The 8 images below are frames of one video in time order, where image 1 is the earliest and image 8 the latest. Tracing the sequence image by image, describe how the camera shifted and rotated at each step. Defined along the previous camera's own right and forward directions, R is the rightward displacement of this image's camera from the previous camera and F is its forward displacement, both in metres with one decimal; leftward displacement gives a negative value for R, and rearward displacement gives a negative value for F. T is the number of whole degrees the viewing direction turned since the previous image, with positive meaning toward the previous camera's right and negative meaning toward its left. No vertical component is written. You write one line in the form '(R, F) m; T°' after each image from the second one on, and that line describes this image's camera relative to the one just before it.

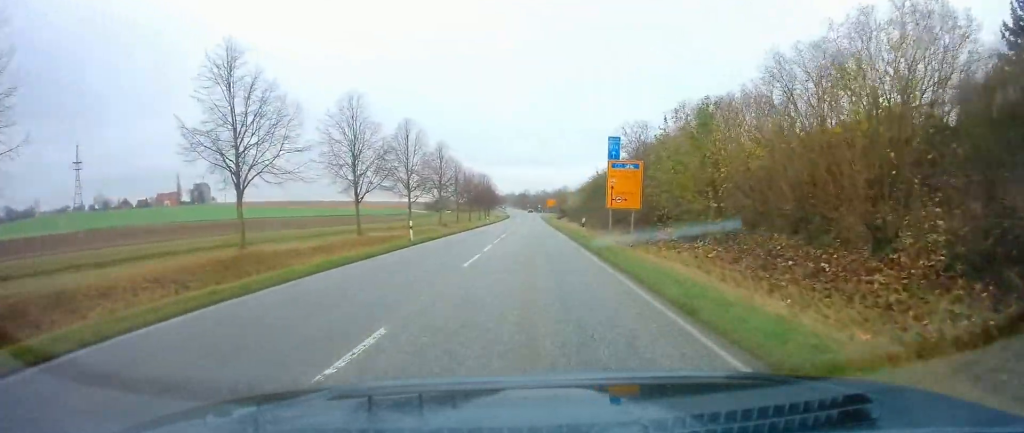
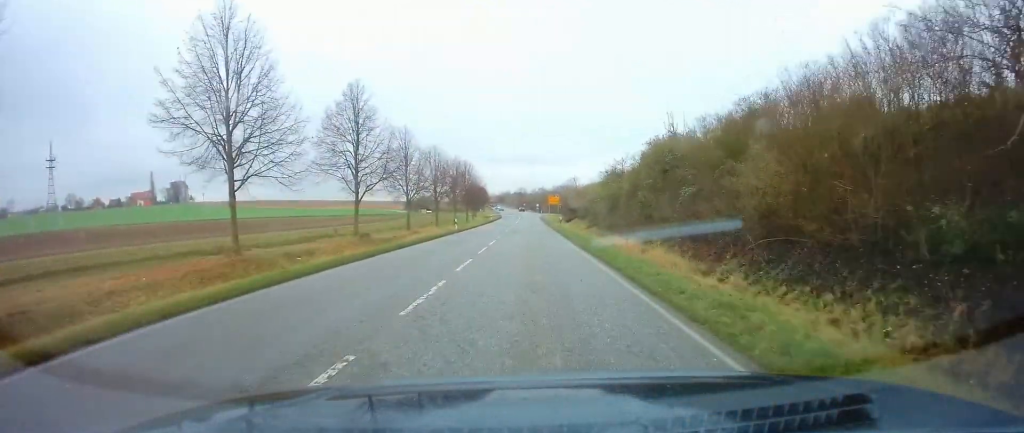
(0.0, +30.9) m; -1°
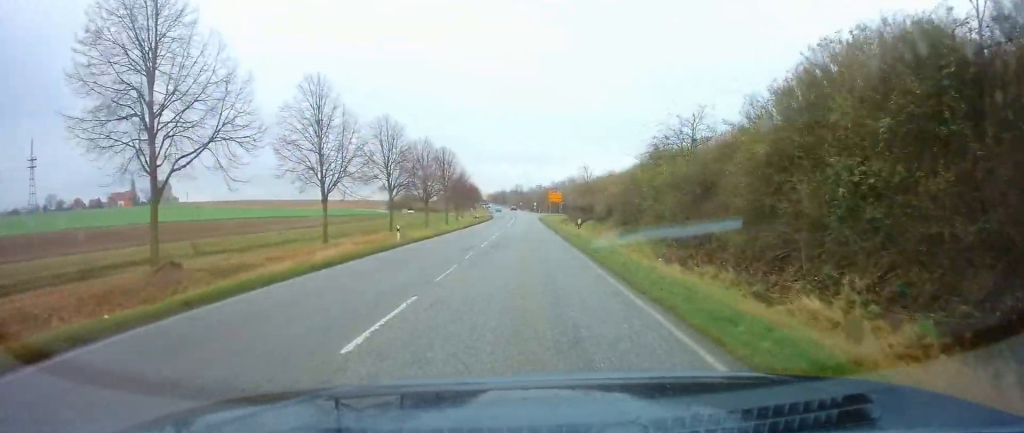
(-0.1, +20.2) m; 0°
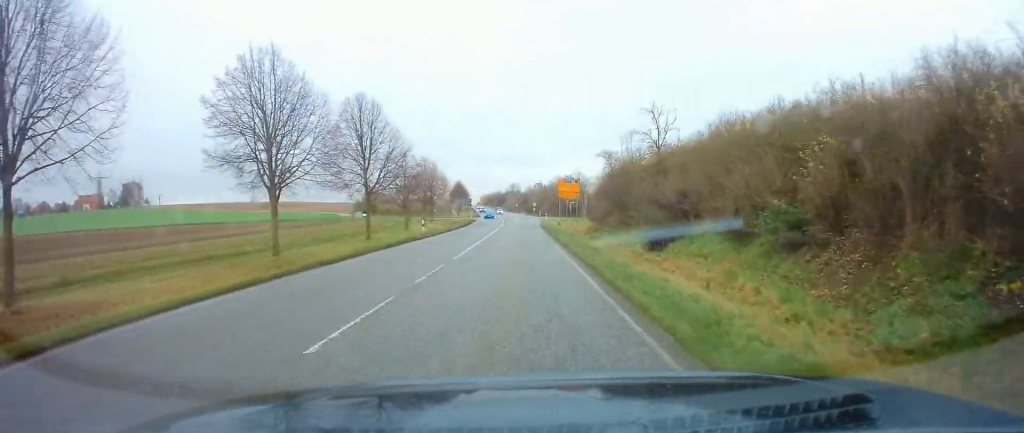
(+0.4, +35.8) m; +1°
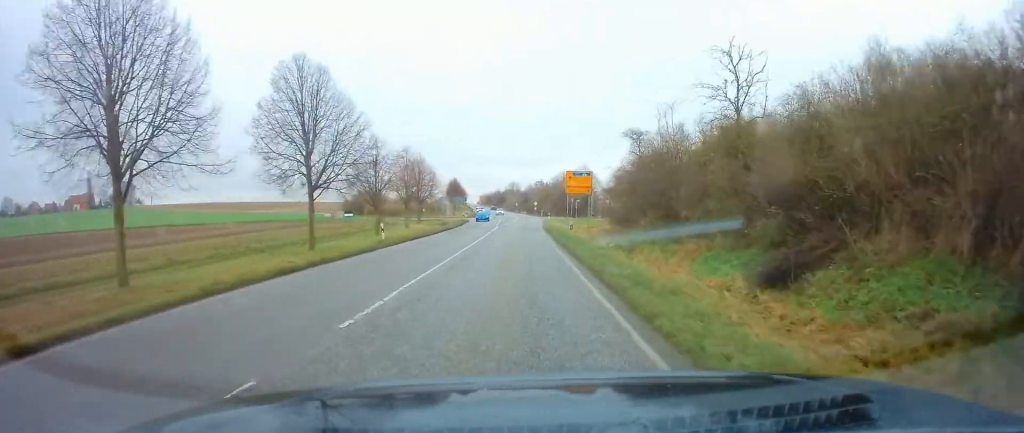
(0.0, +10.8) m; 0°
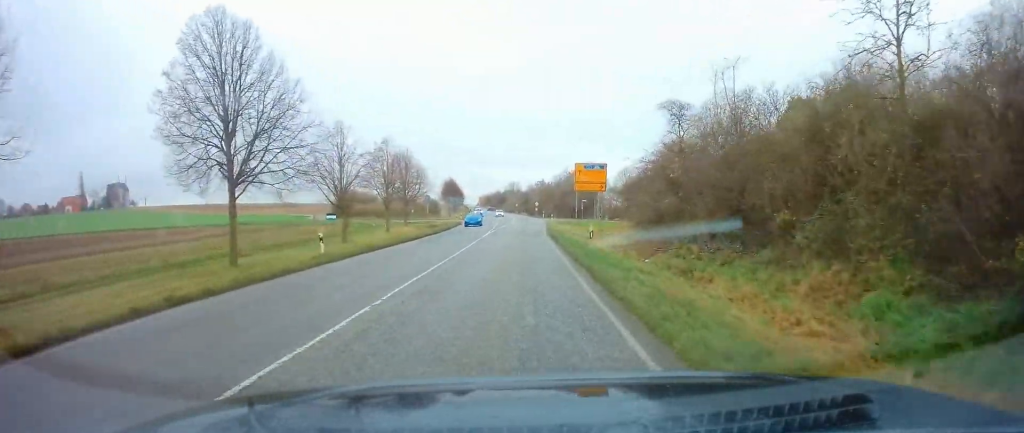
(0.0, +8.5) m; 0°
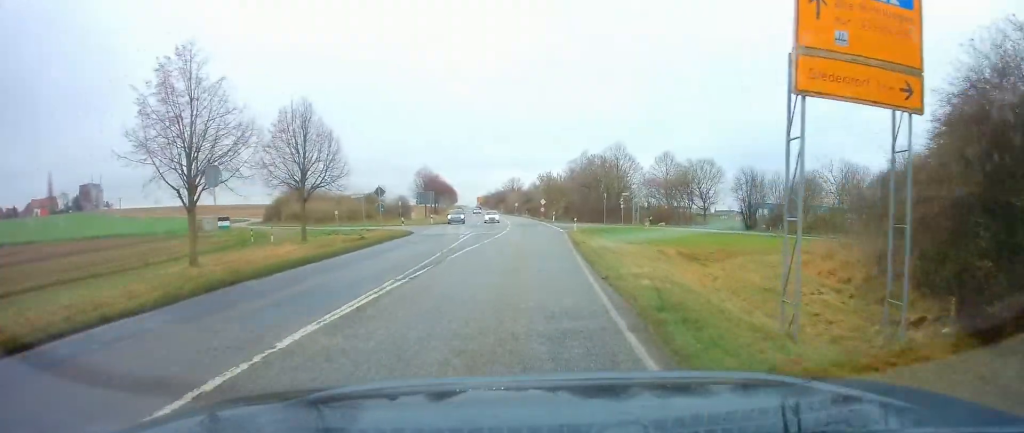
(+0.1, +31.8) m; +1°
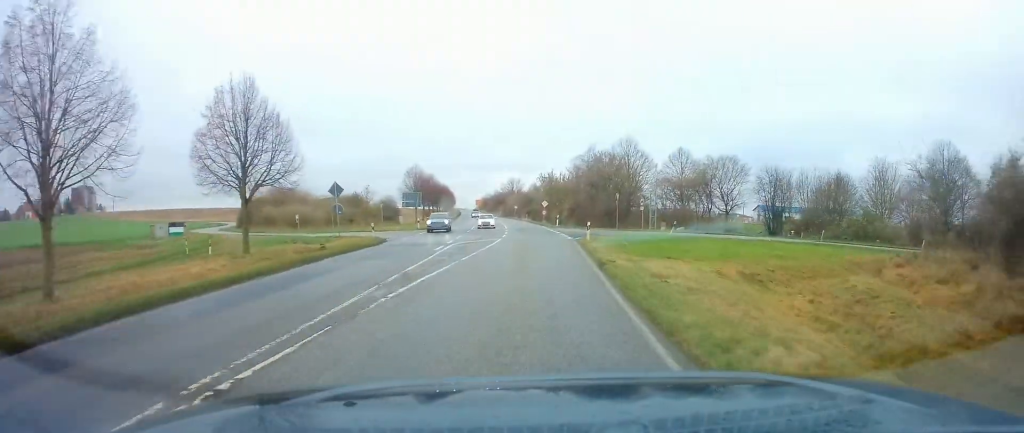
(+0.1, +8.1) m; 0°
